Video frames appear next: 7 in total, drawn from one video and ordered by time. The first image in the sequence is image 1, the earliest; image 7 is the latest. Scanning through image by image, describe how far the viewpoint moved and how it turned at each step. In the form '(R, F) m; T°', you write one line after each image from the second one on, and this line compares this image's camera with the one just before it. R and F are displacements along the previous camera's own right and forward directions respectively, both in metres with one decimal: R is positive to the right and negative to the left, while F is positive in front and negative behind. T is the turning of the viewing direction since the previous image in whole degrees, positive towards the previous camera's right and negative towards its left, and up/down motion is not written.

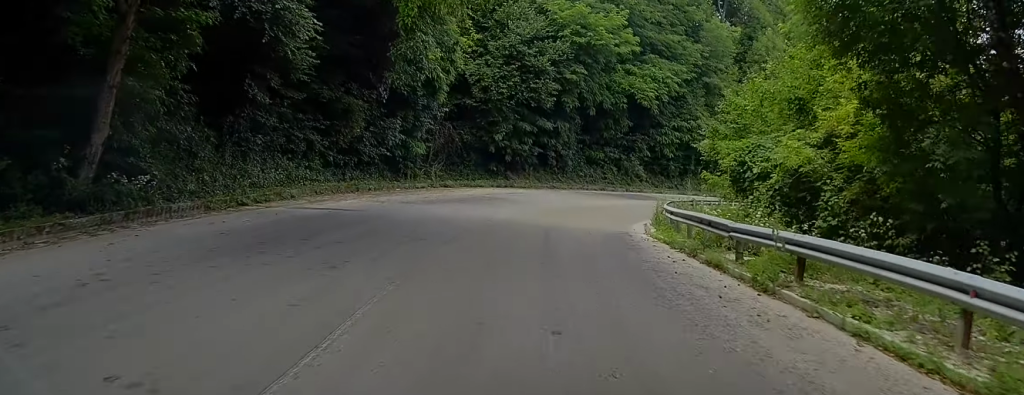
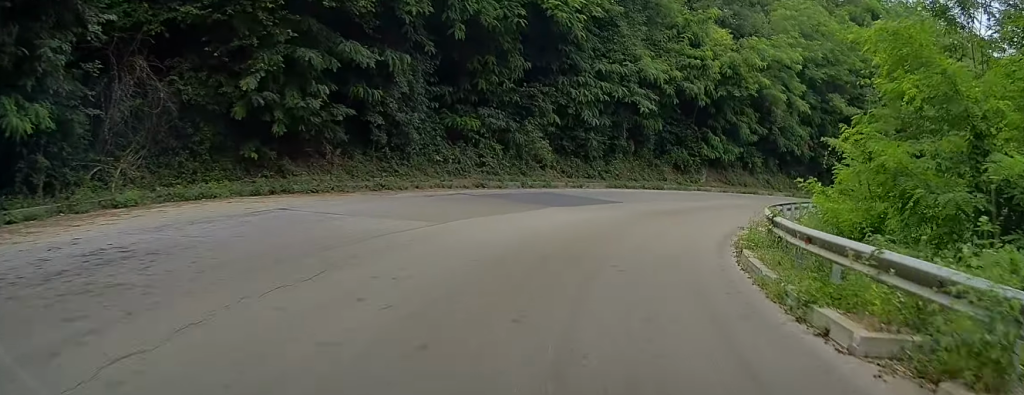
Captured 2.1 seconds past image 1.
(+2.1, +23.4) m; +16°
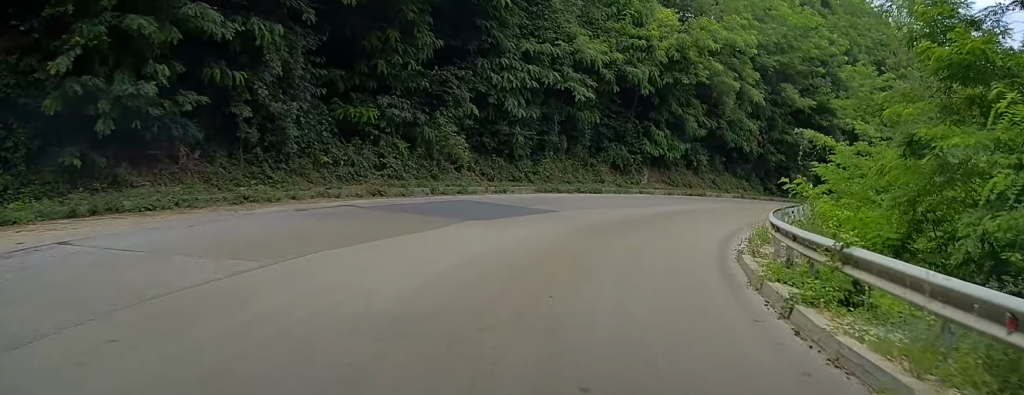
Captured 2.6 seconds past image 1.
(+0.6, +5.2) m; +6°
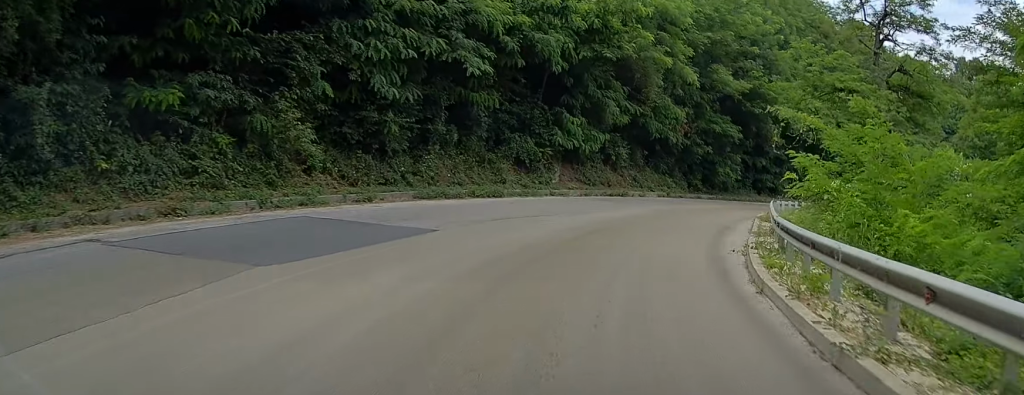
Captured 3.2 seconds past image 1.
(+0.5, +6.8) m; +8°
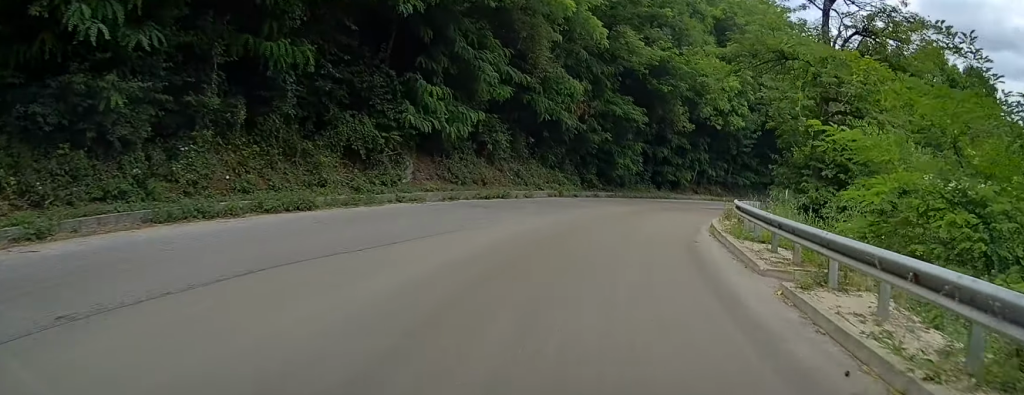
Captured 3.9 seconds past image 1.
(+0.4, +9.0) m; +9°
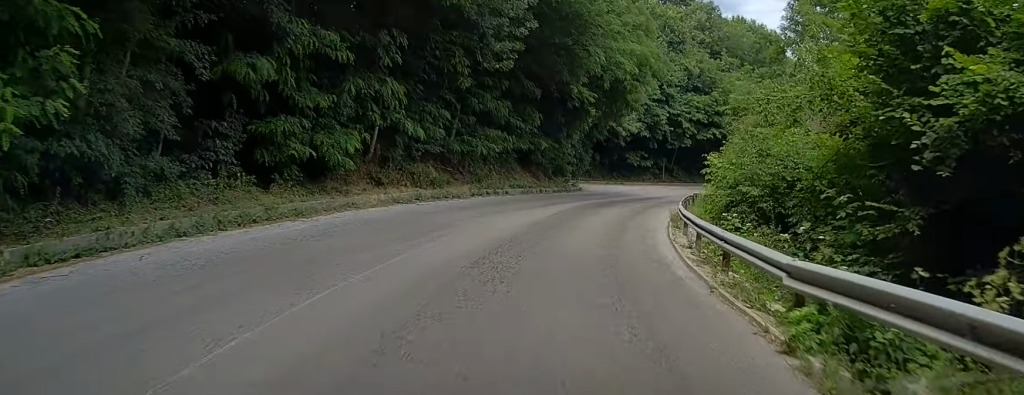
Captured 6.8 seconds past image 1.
(+10.0, +40.2) m; +22°
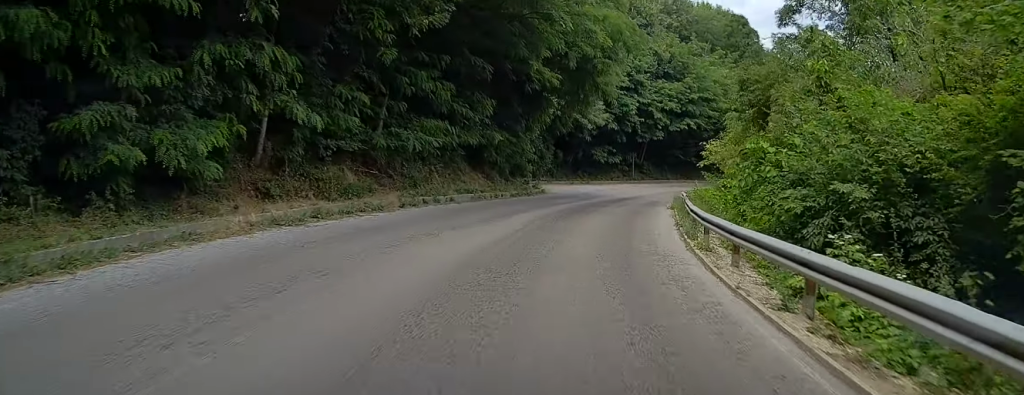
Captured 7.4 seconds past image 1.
(+0.2, +8.3) m; +2°
